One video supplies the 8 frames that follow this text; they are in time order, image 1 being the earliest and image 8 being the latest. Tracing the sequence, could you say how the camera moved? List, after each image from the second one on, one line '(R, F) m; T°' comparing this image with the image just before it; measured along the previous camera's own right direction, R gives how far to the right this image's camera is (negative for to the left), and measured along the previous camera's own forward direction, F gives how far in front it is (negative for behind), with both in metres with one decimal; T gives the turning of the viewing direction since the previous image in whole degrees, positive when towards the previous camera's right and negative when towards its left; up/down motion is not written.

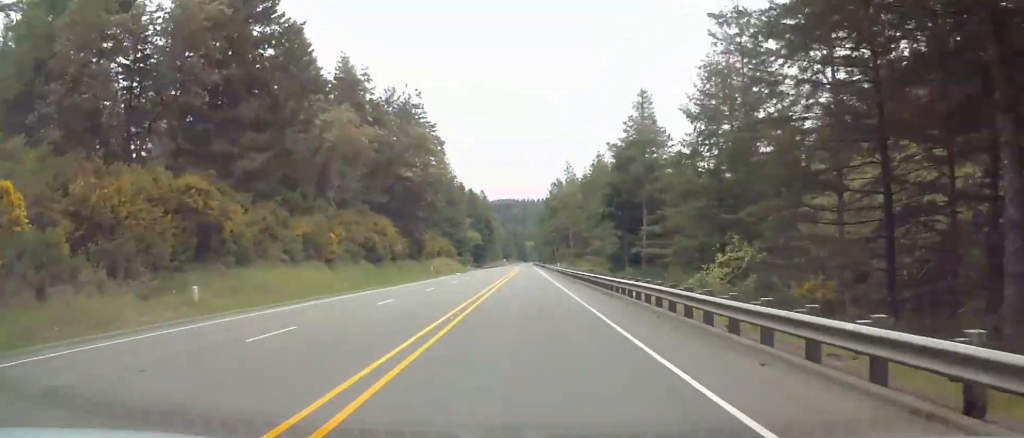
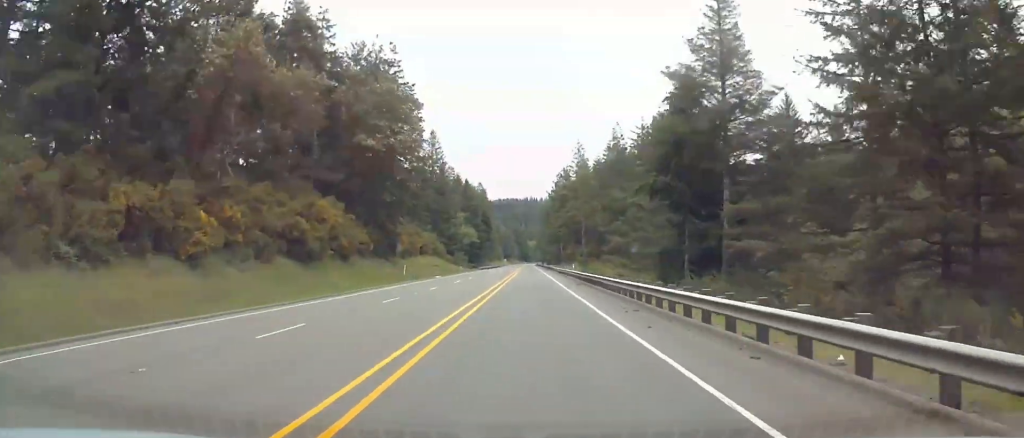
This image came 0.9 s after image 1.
(0.0, +24.1) m; 0°
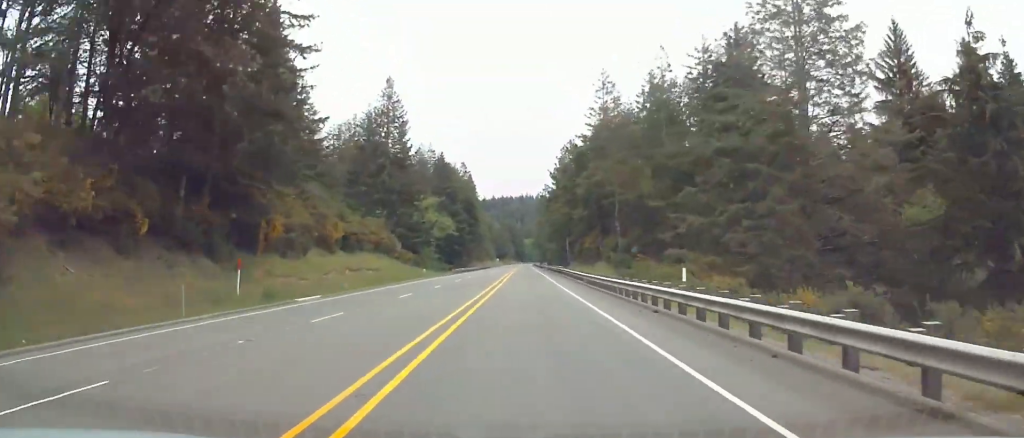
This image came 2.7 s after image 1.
(0.0, +44.9) m; 0°
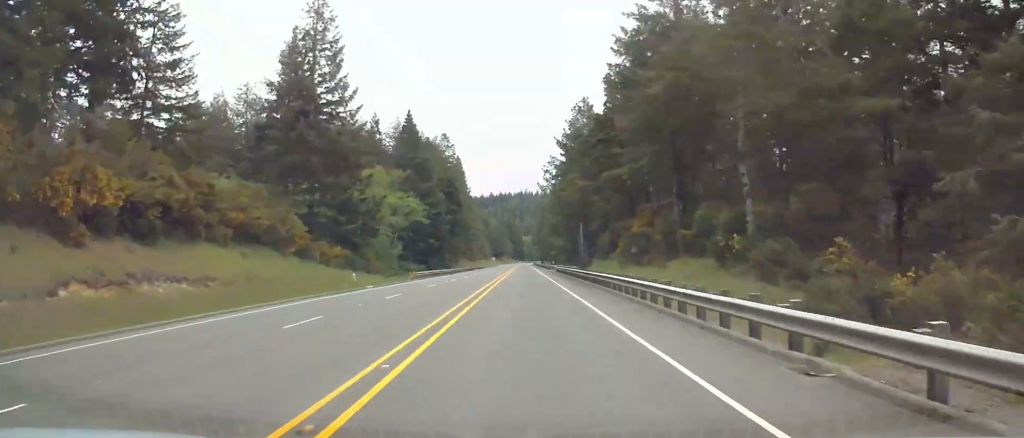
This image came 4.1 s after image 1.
(0.0, +38.2) m; 0°
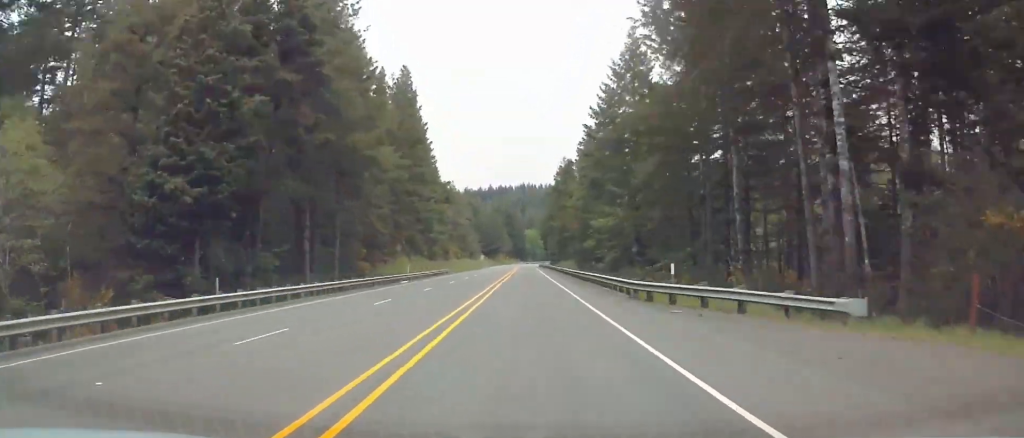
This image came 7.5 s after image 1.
(0.0, +88.6) m; 0°
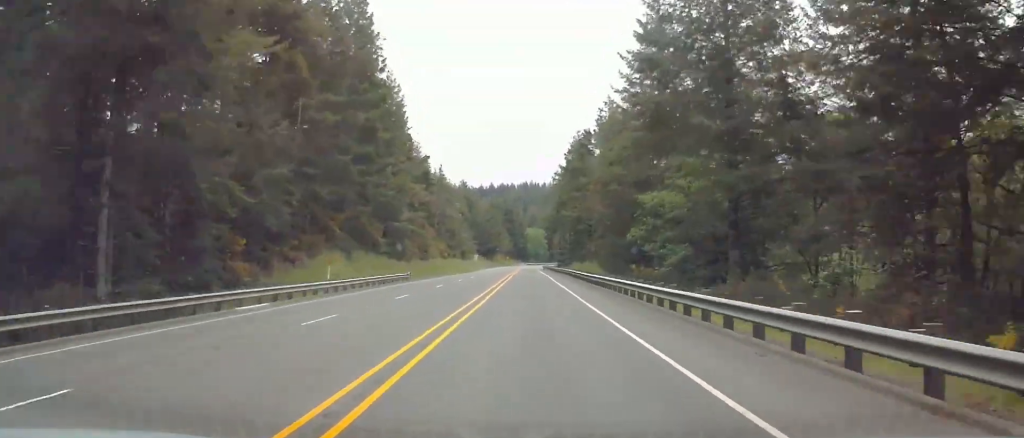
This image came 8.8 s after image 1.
(0.0, +32.9) m; 0°
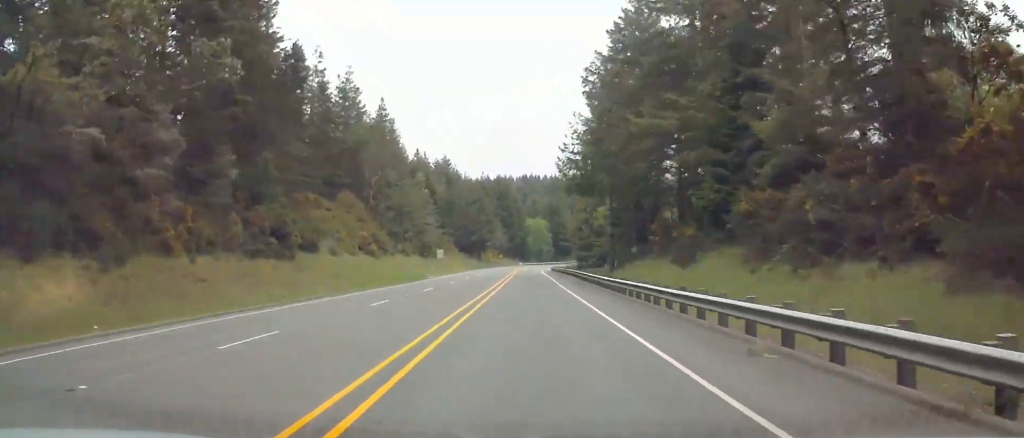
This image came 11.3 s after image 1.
(+0.1, +65.7) m; 0°
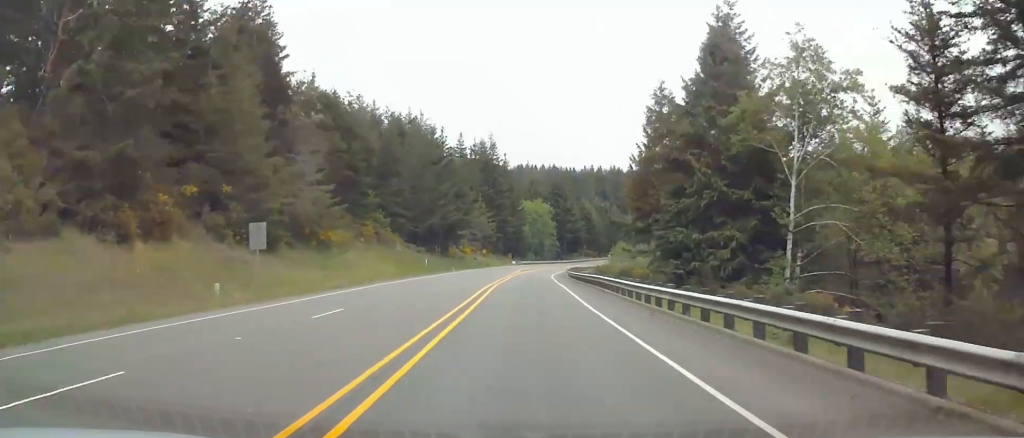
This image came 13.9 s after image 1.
(+0.1, +67.2) m; +1°
